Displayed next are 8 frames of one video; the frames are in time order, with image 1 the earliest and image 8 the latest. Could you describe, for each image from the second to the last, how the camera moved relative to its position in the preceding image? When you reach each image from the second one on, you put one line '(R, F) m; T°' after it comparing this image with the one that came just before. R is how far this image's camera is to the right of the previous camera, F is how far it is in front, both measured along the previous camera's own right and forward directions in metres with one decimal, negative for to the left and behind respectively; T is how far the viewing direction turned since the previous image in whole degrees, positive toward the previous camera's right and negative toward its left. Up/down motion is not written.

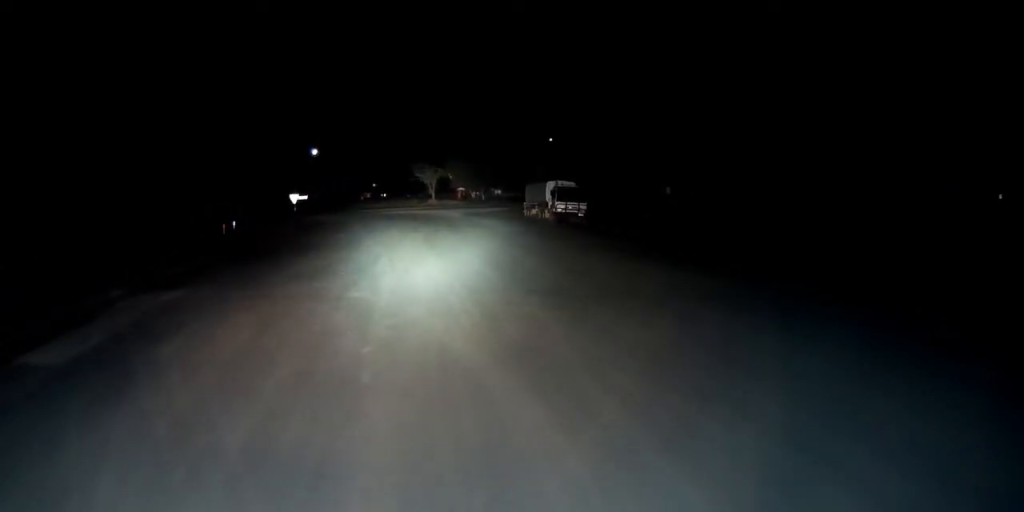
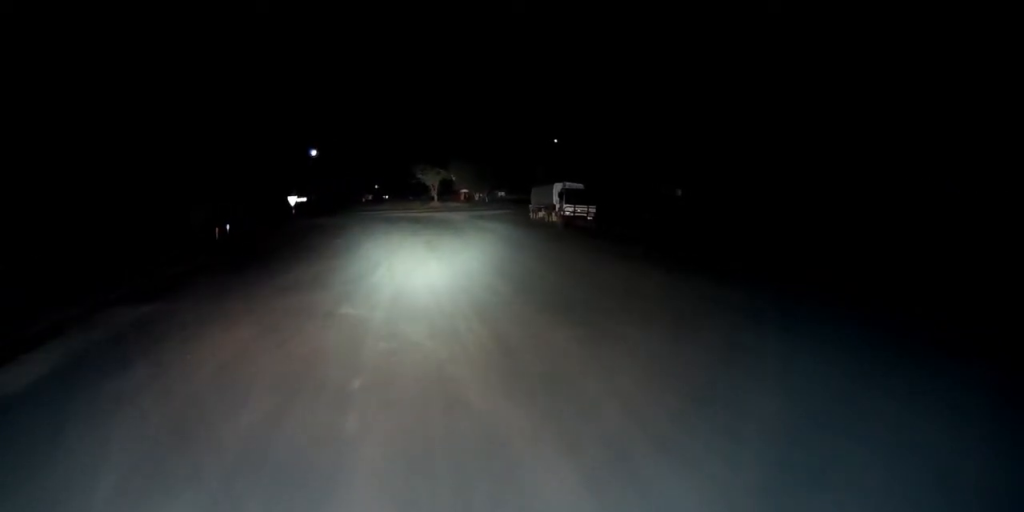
(0.0, +2.1) m; -1°
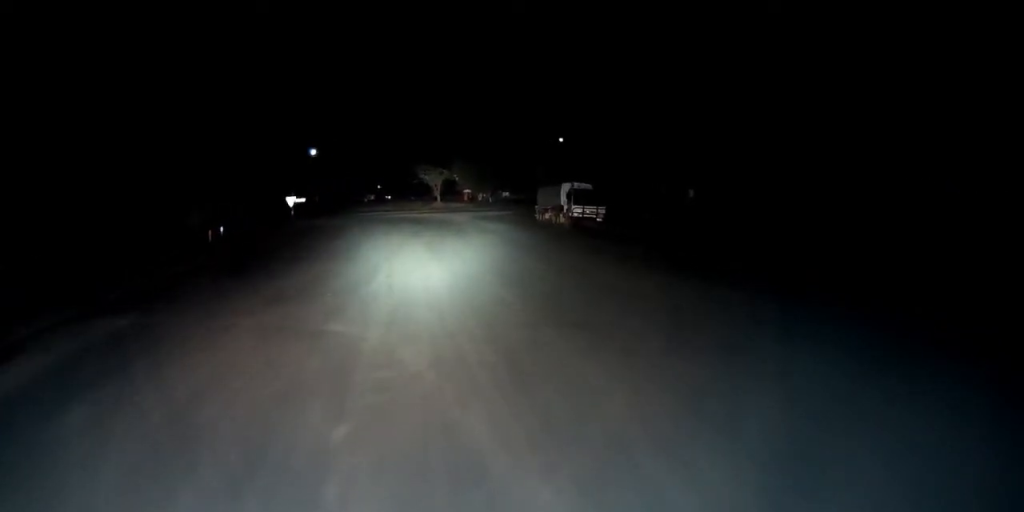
(0.0, +2.0) m; 0°
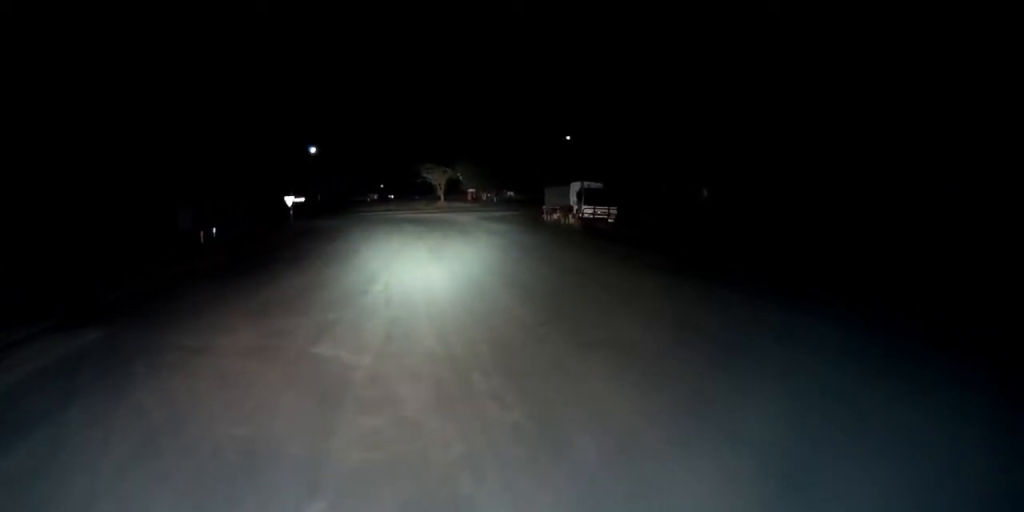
(0.0, +2.4) m; 0°
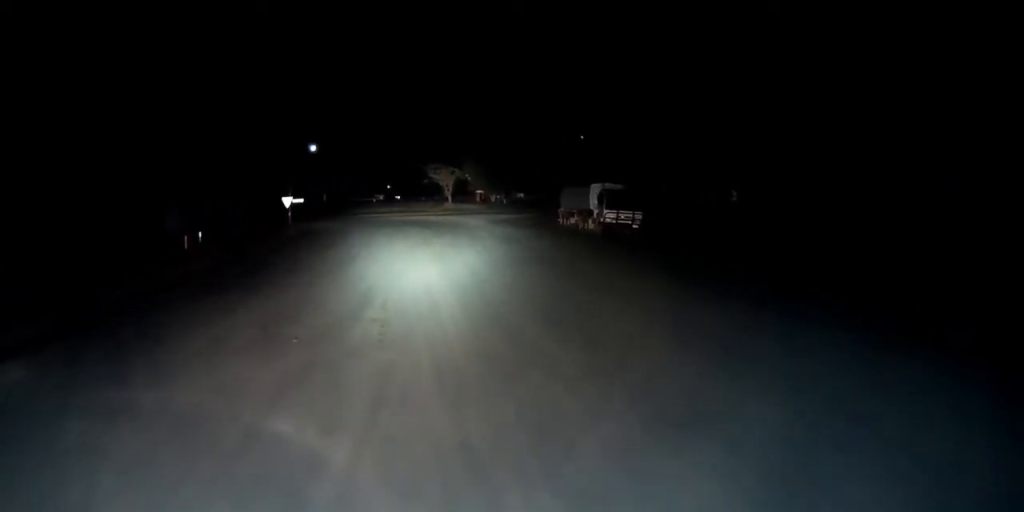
(0.0, +4.3) m; 0°
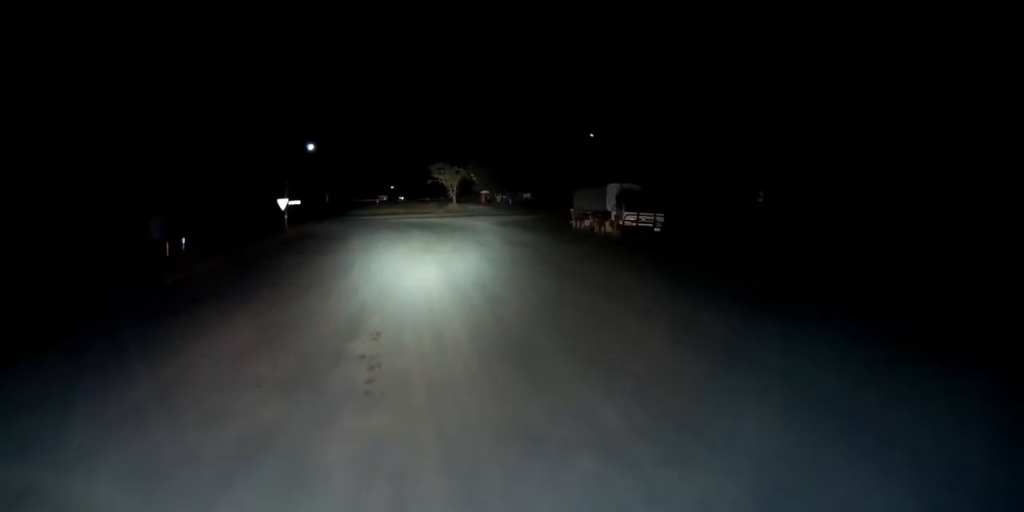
(0.0, +3.7) m; +1°
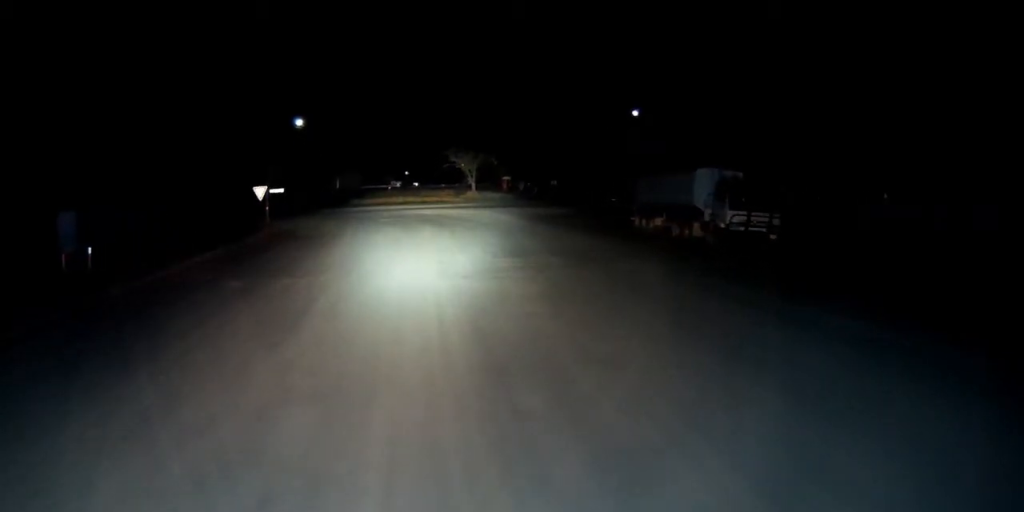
(-0.3, +13.6) m; -2°
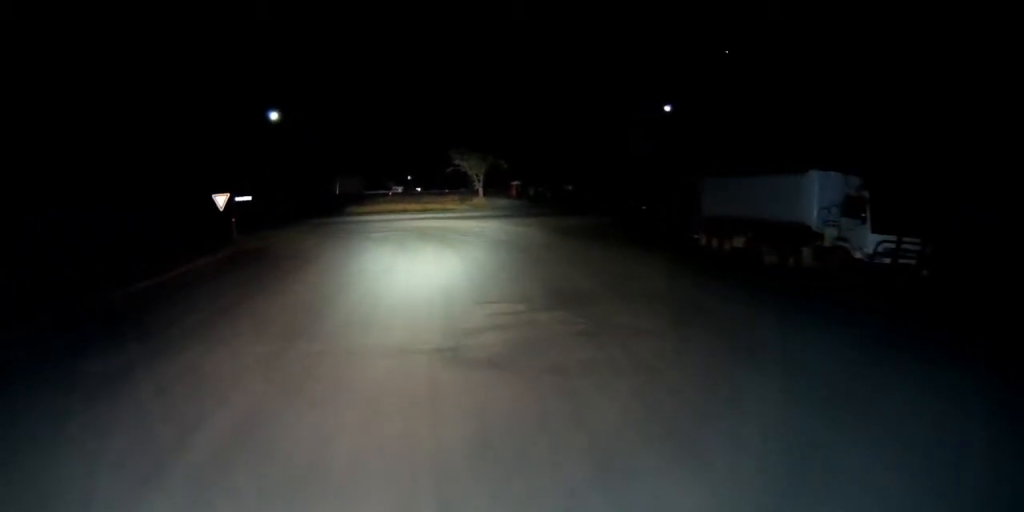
(+0.3, +10.2) m; +2°
